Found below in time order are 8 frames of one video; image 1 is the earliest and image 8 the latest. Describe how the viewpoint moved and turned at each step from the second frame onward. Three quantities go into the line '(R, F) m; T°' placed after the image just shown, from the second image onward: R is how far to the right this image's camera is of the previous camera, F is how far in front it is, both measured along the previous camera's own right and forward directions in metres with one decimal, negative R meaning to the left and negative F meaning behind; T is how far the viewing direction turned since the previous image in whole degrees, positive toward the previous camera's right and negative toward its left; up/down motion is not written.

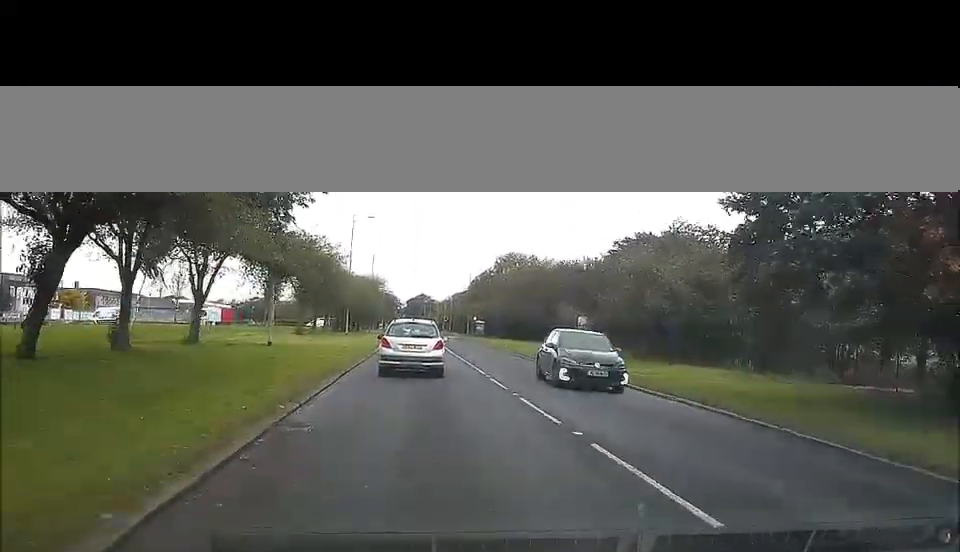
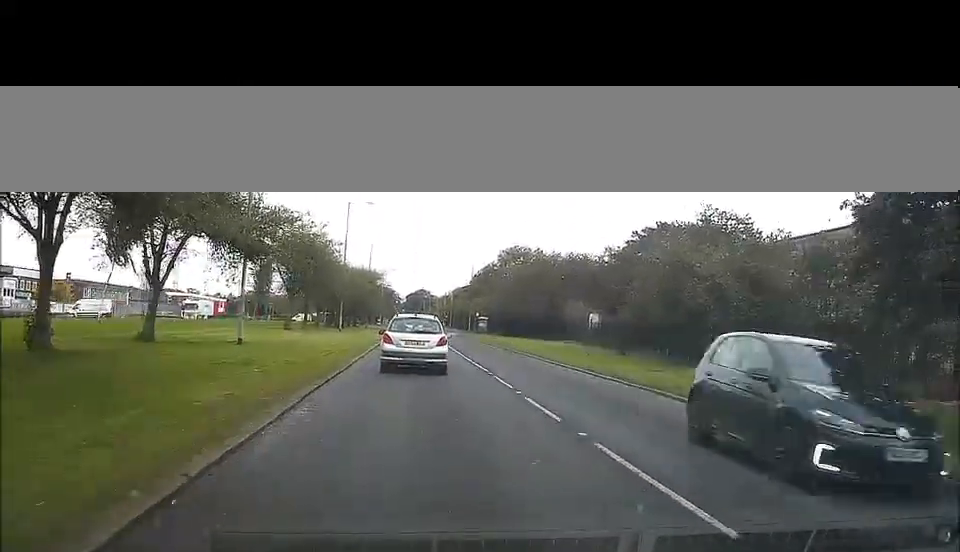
(0.0, +6.3) m; 0°
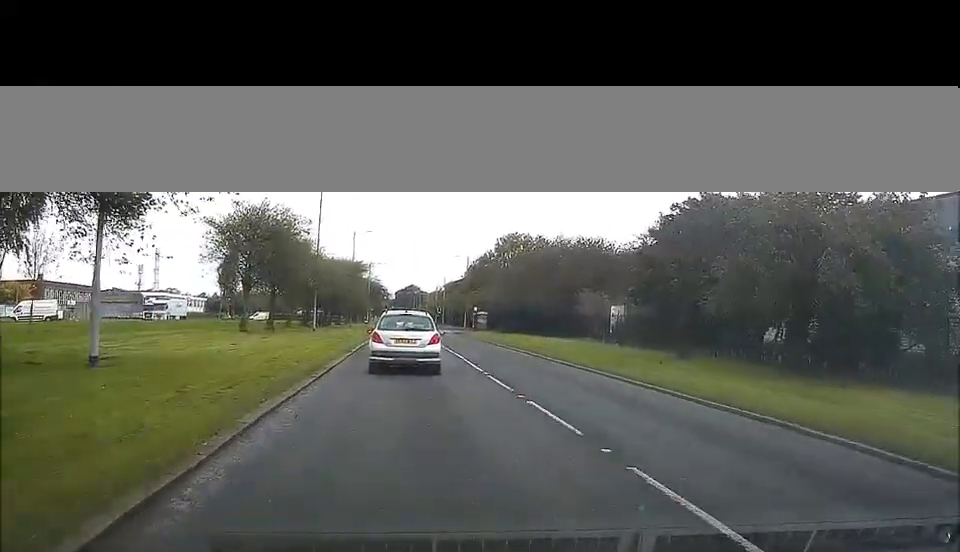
(0.0, +13.4) m; 0°
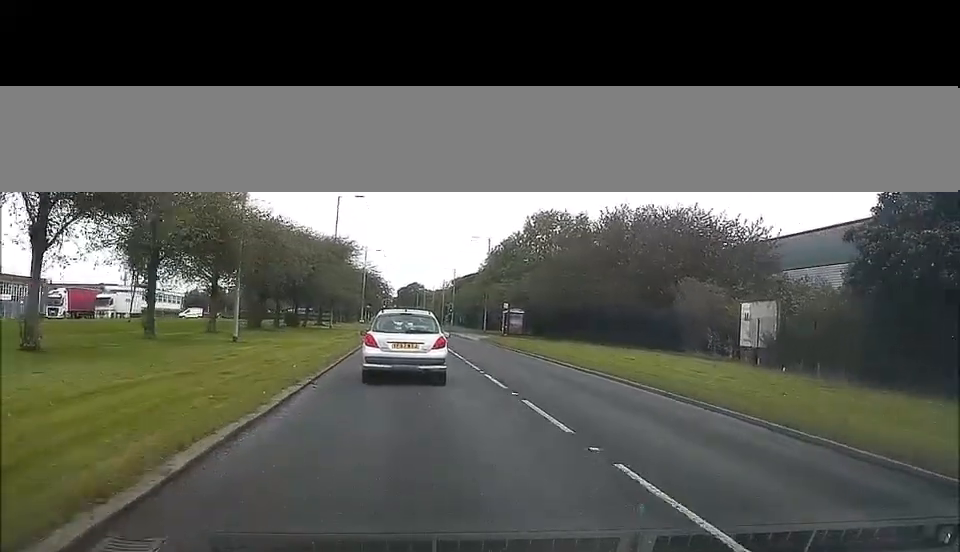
(-0.1, +29.6) m; -1°
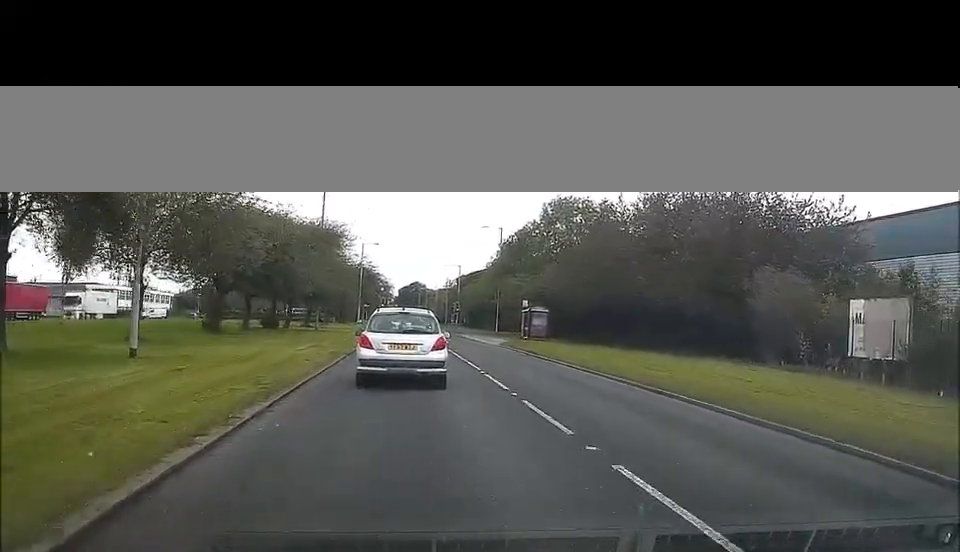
(-0.1, +12.3) m; -2°
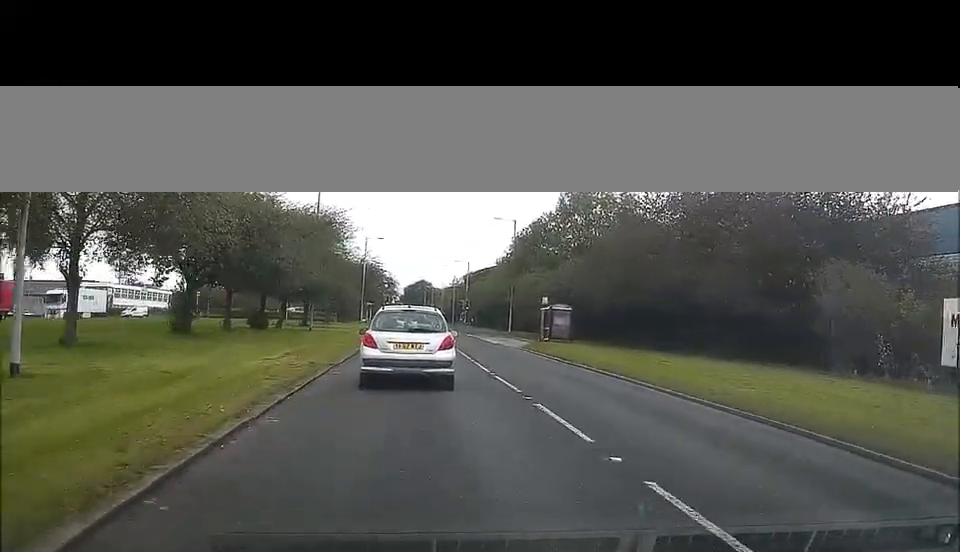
(-0.1, +6.8) m; -1°
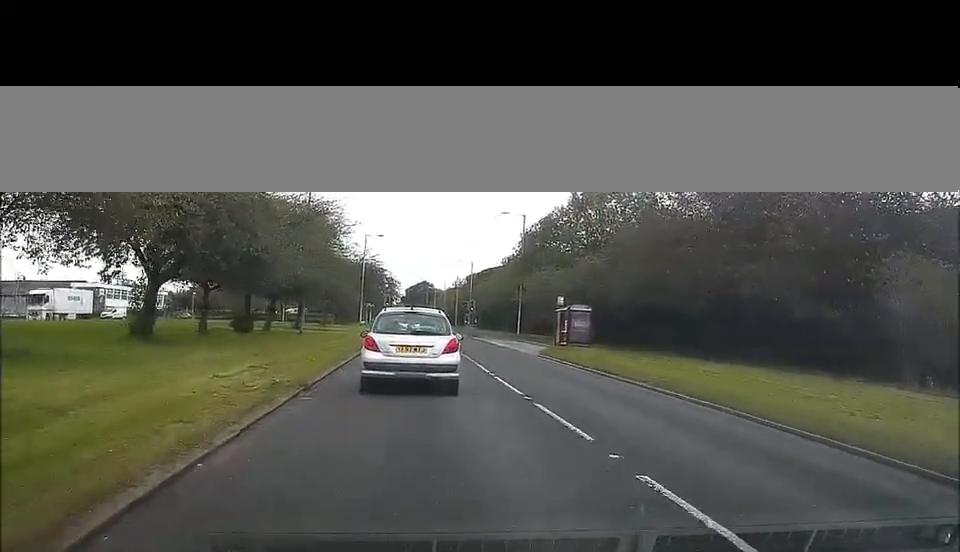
(0.0, +5.4) m; 0°
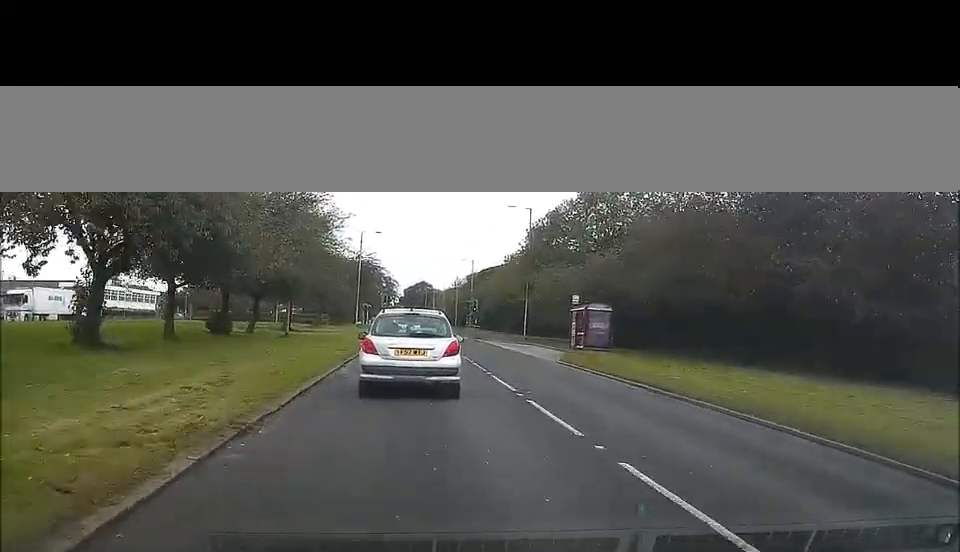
(0.0, +5.4) m; 0°
